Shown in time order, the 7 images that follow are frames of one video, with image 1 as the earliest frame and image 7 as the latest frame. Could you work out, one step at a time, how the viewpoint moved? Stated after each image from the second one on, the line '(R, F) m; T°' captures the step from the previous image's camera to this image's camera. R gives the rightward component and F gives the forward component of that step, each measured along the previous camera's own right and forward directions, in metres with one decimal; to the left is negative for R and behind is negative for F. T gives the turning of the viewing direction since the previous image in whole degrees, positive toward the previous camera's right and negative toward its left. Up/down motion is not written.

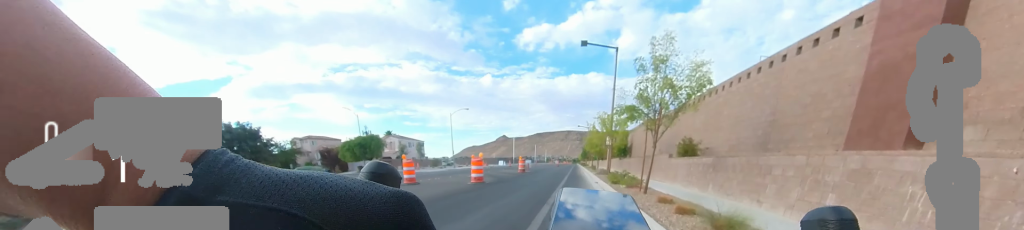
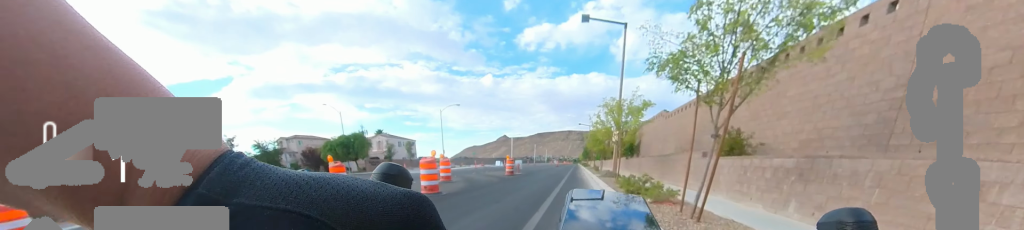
(0.0, +3.8) m; 0°
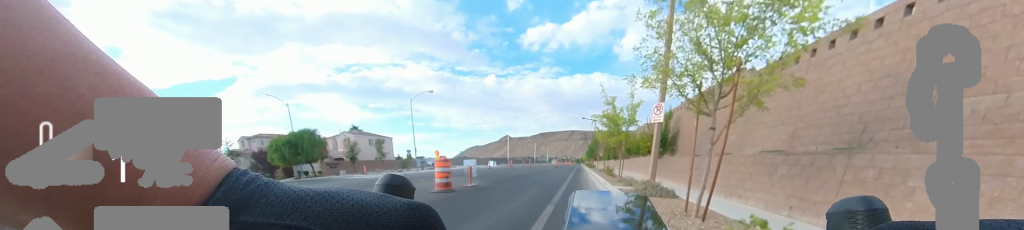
(0.0, +9.6) m; 0°
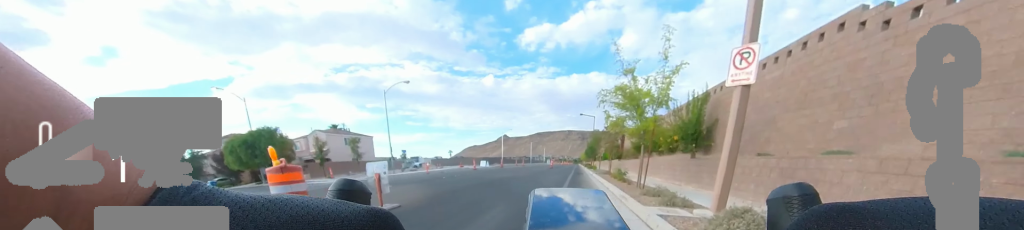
(0.0, +5.0) m; 0°
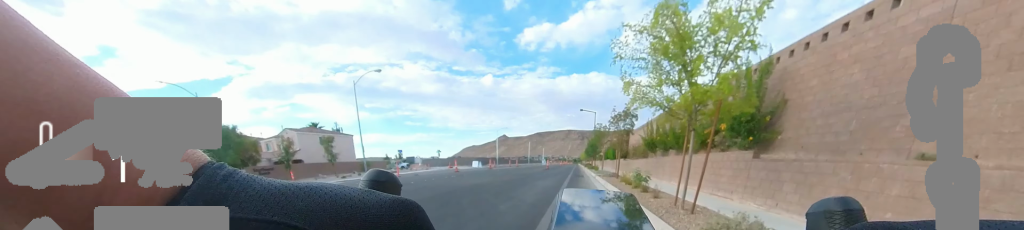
(0.0, +4.4) m; 0°
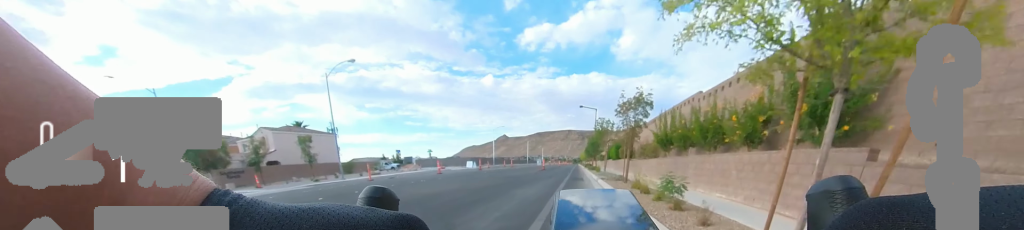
(0.0, +3.3) m; 0°
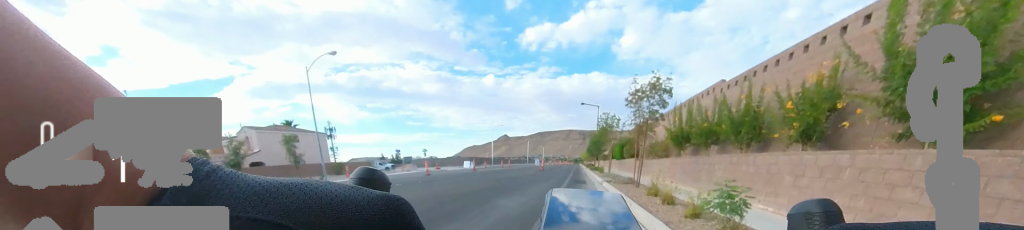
(0.0, +2.1) m; 0°
